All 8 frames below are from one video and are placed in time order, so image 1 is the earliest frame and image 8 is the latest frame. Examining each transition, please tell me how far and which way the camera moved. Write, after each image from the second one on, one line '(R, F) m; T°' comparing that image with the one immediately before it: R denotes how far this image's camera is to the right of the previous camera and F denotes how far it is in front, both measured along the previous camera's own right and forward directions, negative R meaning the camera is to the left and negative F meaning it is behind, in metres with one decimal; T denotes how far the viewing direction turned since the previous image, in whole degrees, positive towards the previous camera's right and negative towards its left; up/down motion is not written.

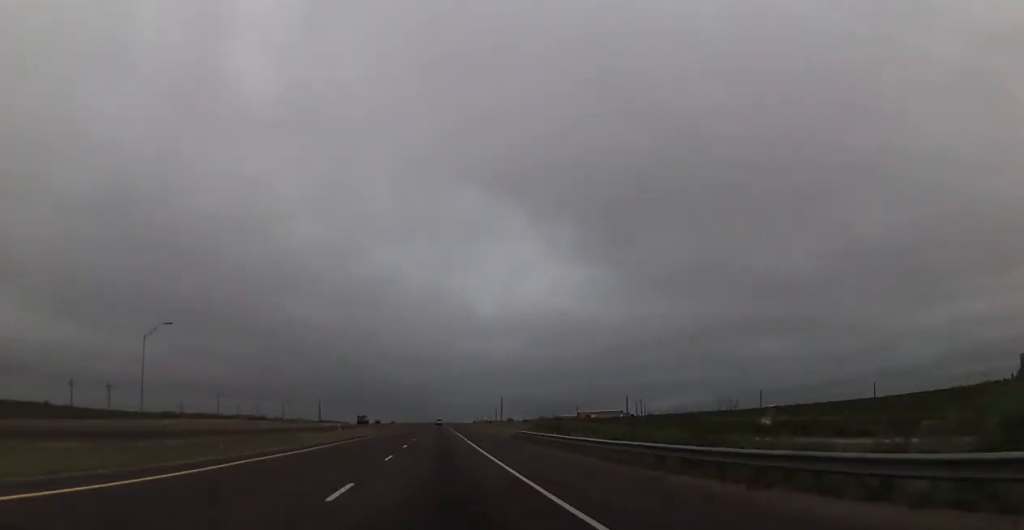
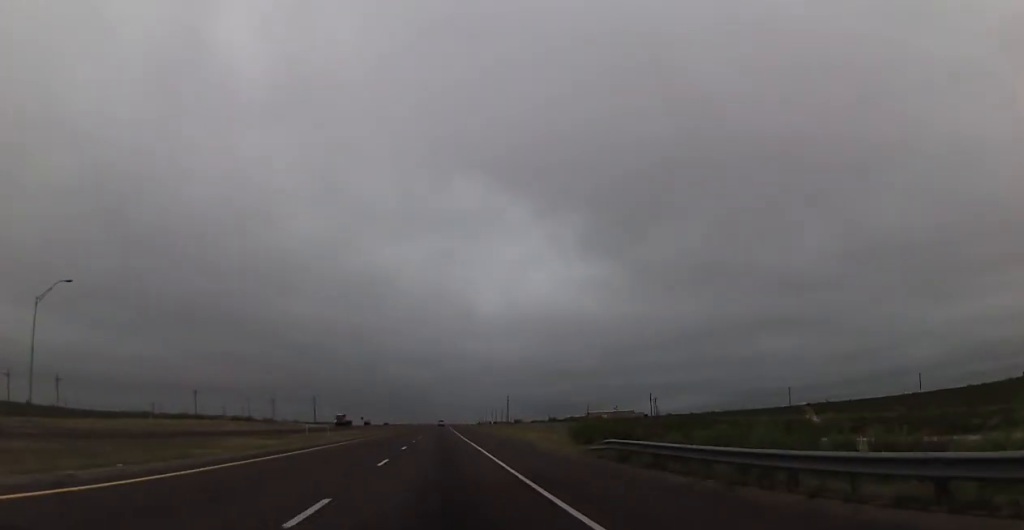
(-0.1, +26.1) m; 0°
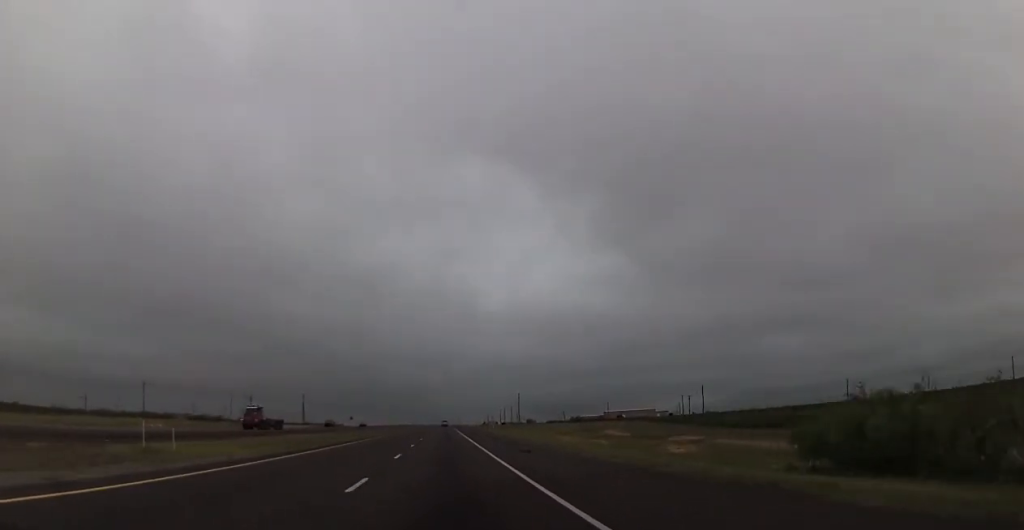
(+0.2, +44.1) m; 0°
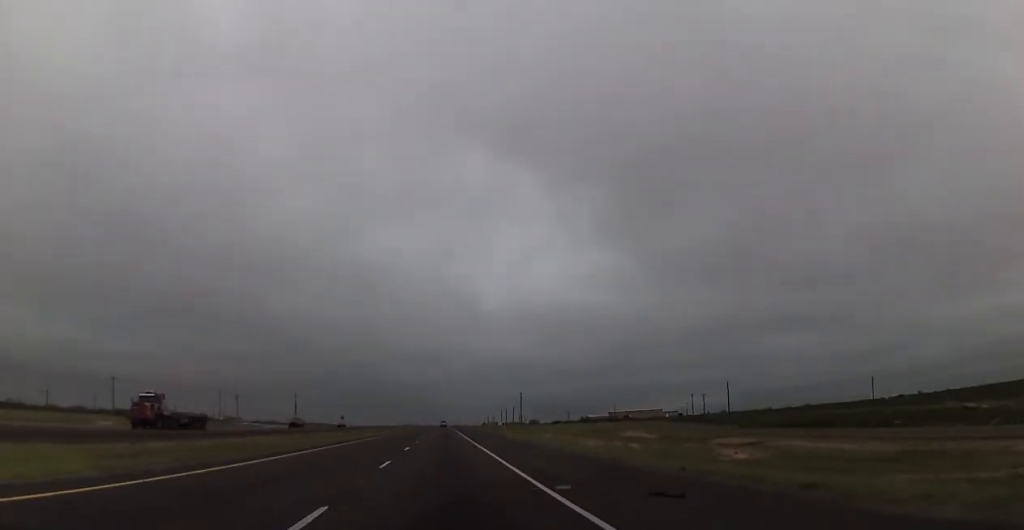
(-0.1, +17.9) m; 0°
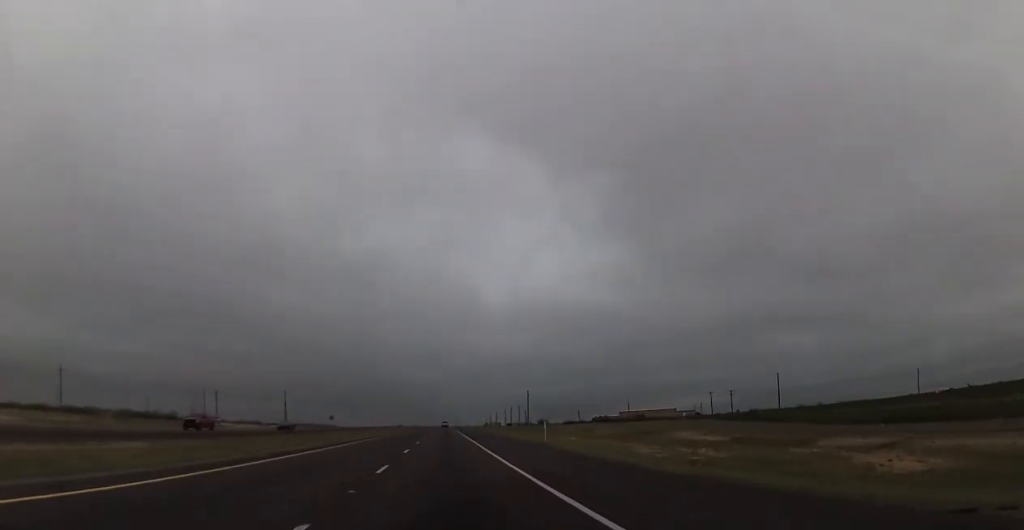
(-0.1, +26.2) m; 0°
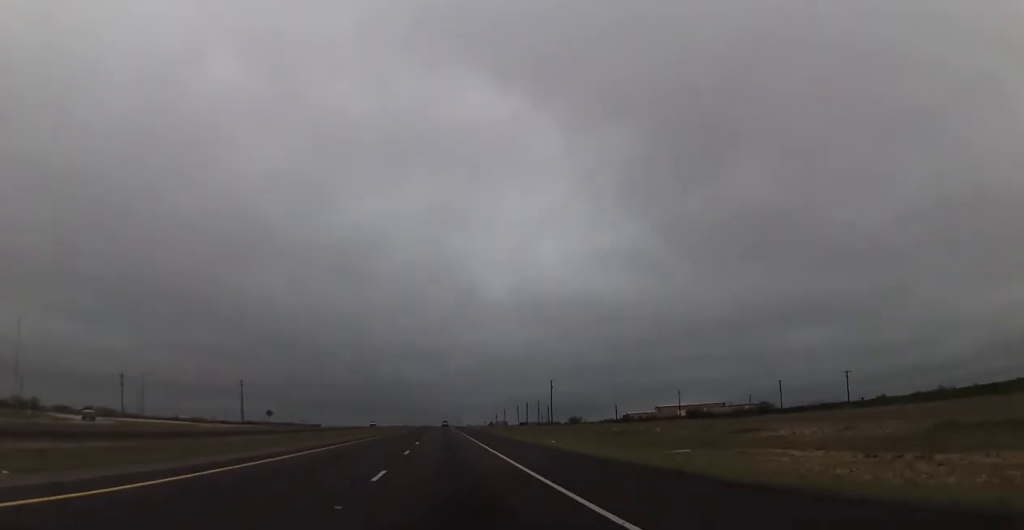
(-0.1, +75.7) m; 0°
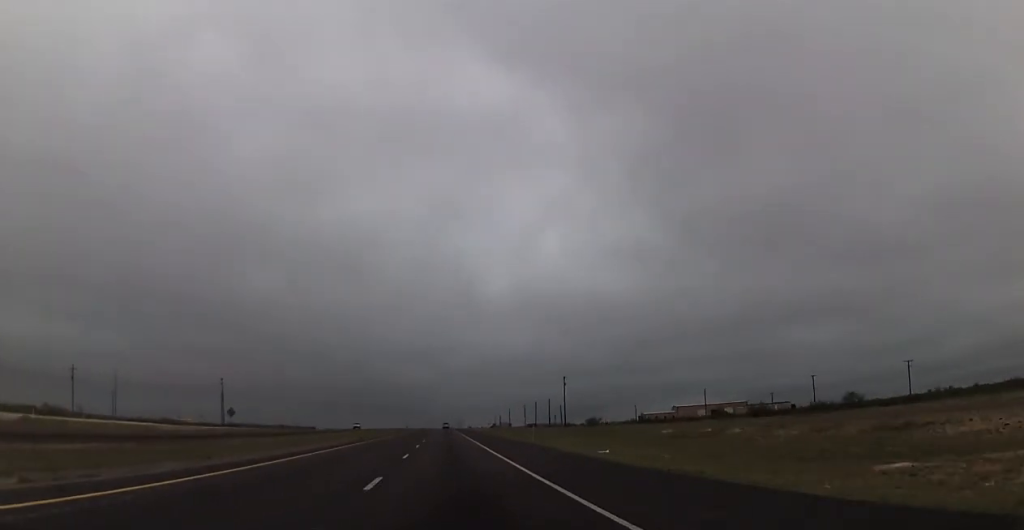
(+0.3, +26.0) m; 0°
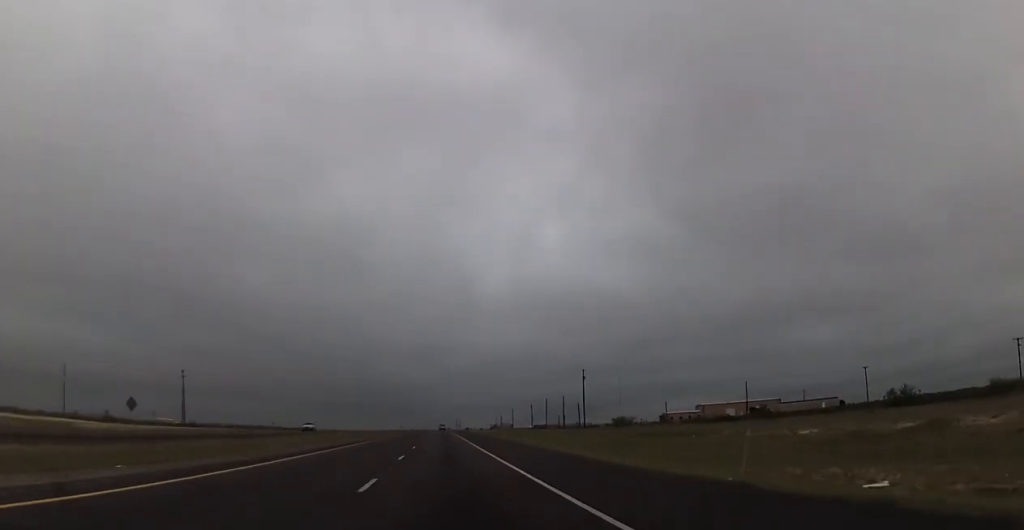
(-0.4, +36.6) m; 0°
